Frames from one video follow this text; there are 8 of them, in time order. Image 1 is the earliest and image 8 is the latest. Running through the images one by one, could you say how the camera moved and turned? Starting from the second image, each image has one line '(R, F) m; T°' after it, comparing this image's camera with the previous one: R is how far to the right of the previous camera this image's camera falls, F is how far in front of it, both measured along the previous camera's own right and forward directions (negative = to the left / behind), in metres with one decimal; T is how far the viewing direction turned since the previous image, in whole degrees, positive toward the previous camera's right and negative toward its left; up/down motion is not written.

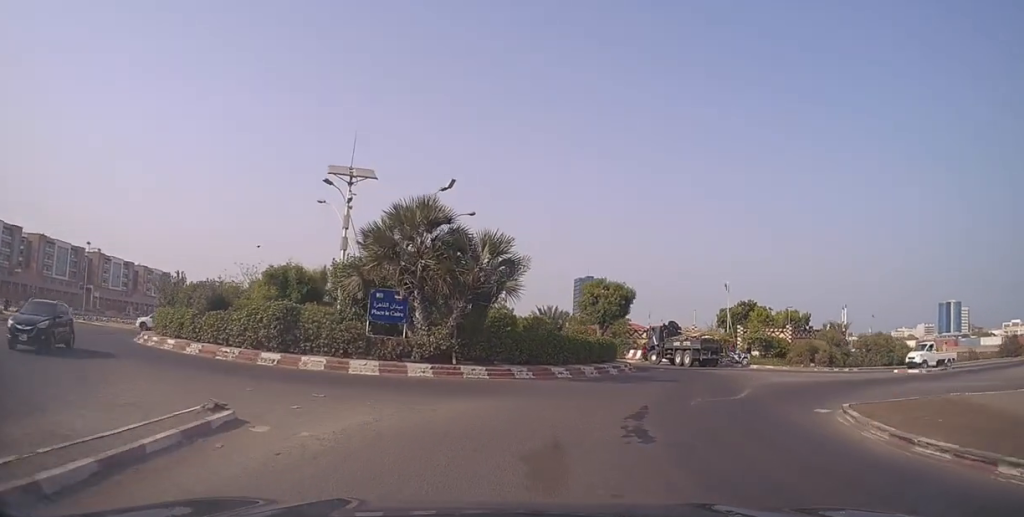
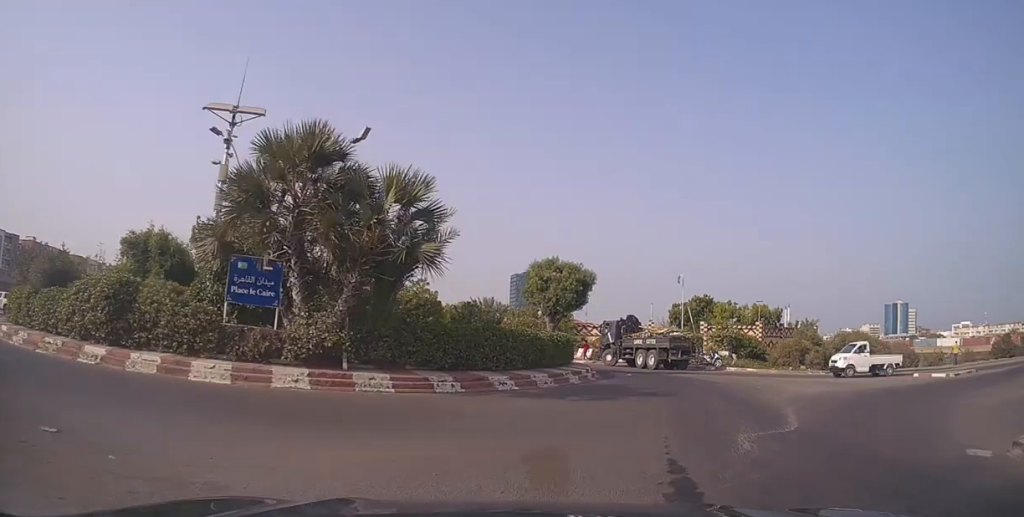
(+0.1, +7.7) m; +6°
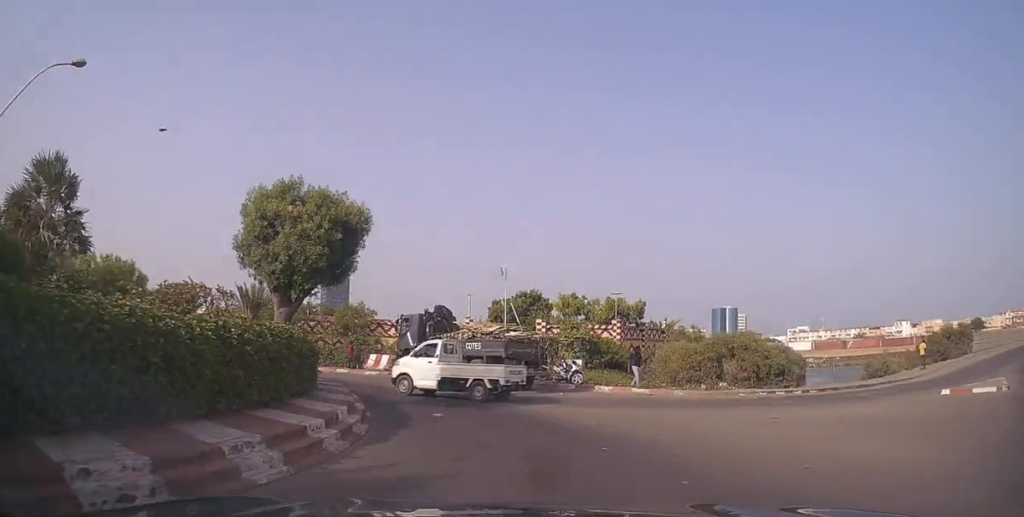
(+2.2, +12.8) m; +13°
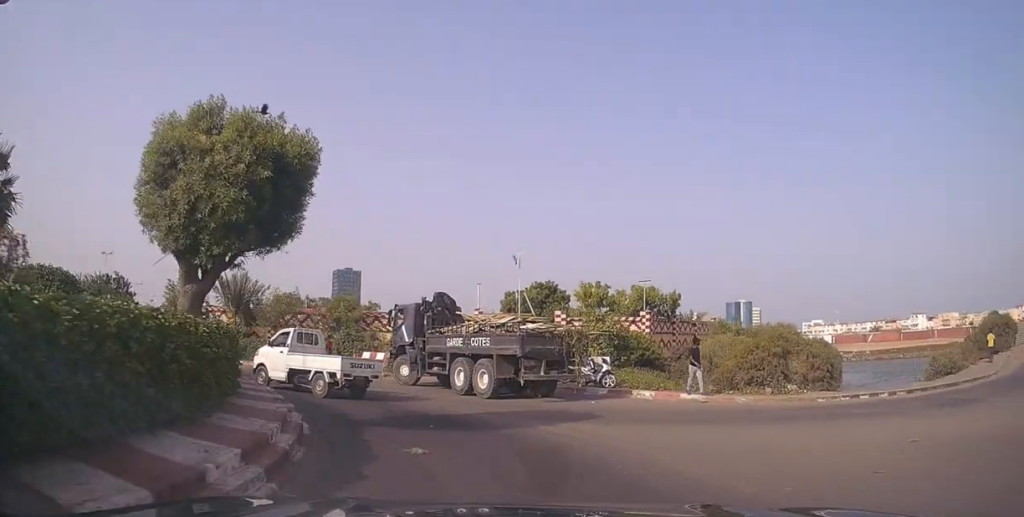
(-0.1, +4.5) m; -1°
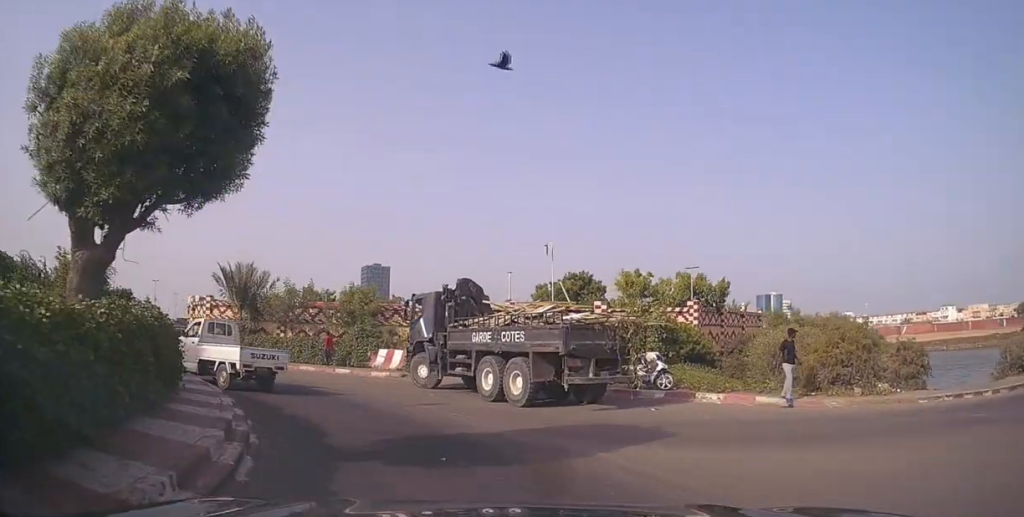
(0.0, +3.3) m; -2°
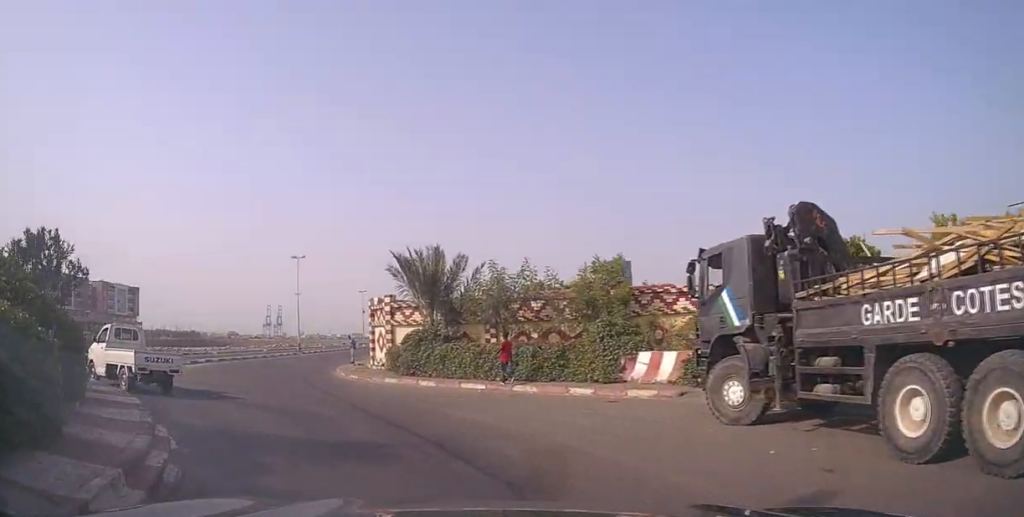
(-1.2, +9.9) m; -23°
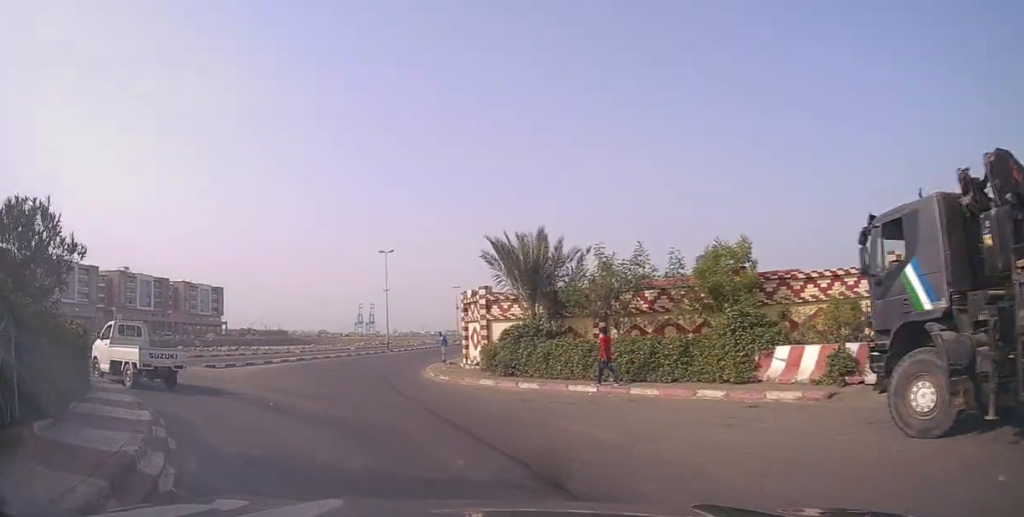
(+0.3, +2.6) m; -11°
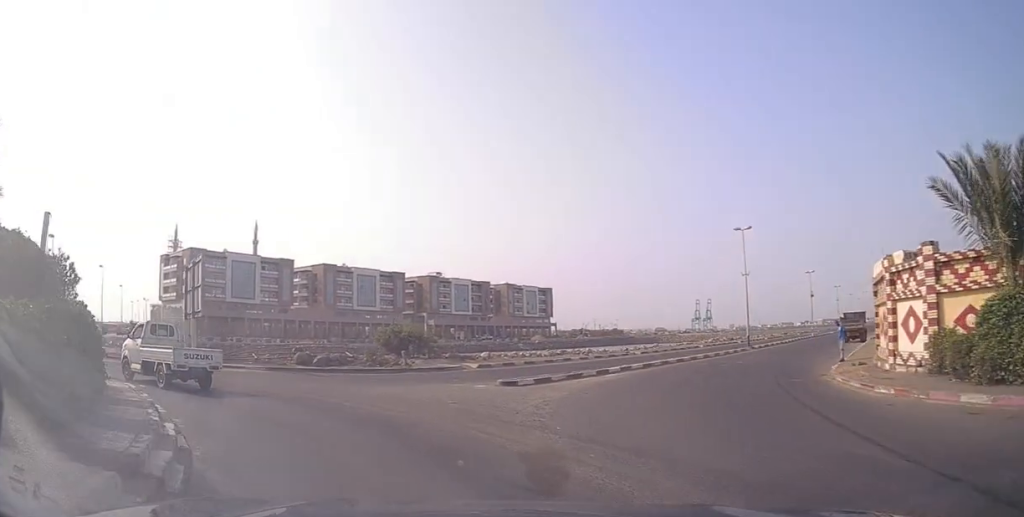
(-2.7, +8.5) m; -27°
